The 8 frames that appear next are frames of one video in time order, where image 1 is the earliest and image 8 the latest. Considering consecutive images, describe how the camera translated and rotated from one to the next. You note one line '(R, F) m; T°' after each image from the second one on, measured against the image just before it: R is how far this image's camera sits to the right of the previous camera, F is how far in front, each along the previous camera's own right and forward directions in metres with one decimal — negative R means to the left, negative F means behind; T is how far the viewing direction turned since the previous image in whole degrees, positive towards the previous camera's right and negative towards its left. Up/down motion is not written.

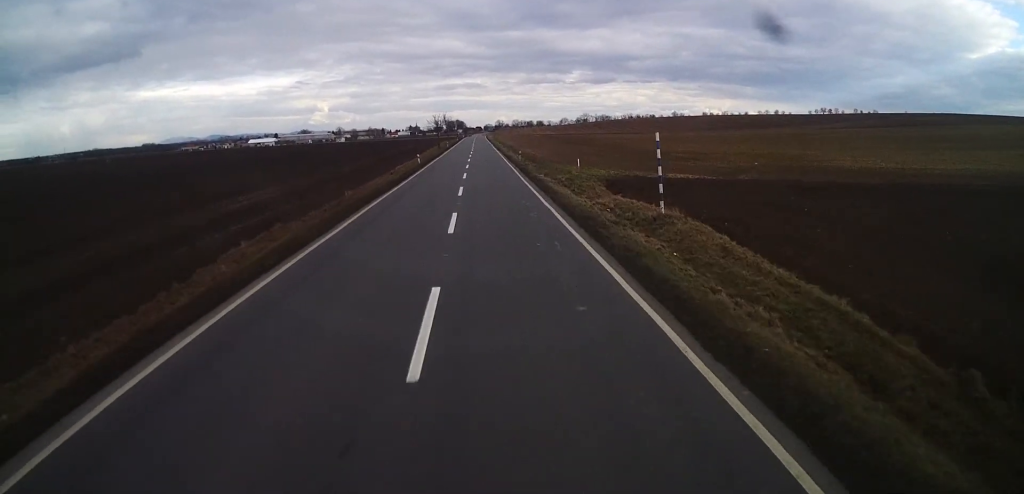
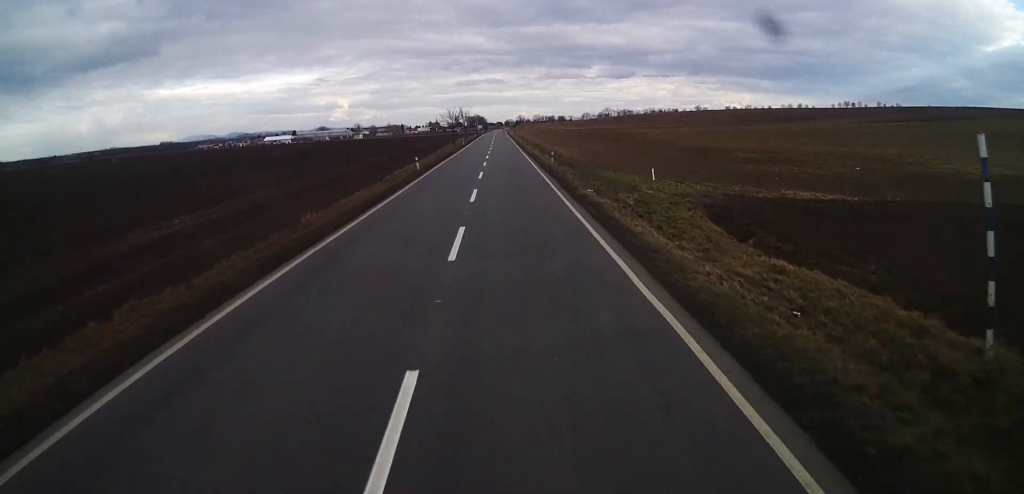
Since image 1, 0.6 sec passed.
(-0.4, +12.3) m; -2°
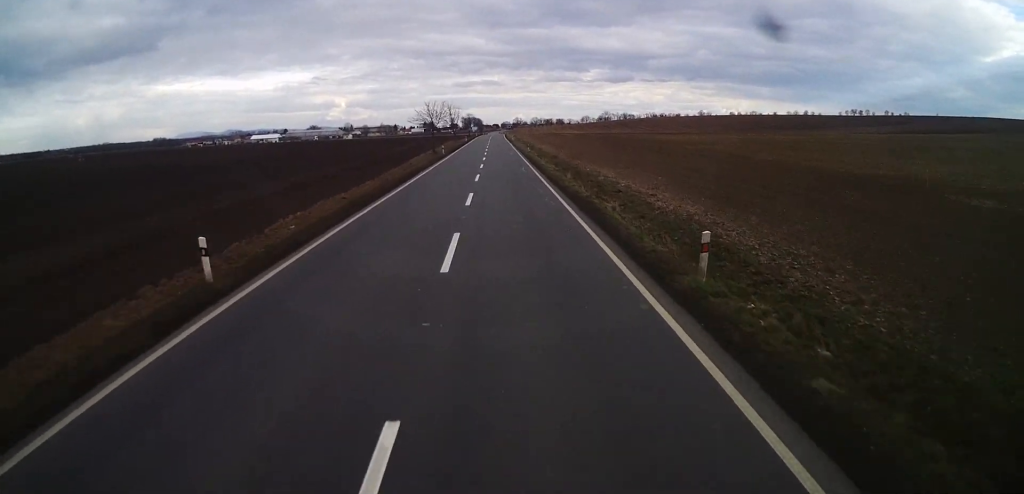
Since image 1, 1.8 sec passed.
(-1.0, +27.2) m; -3°
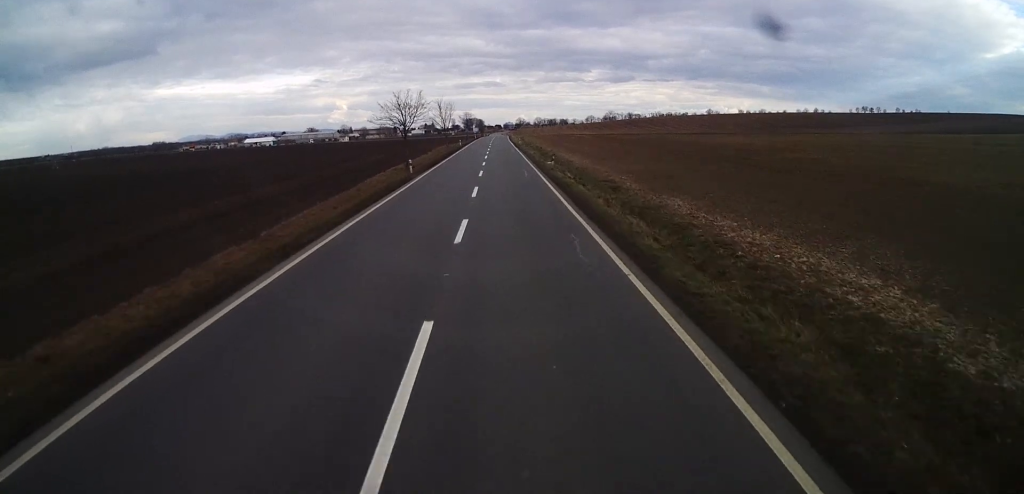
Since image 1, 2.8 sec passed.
(-0.3, +23.3) m; 0°
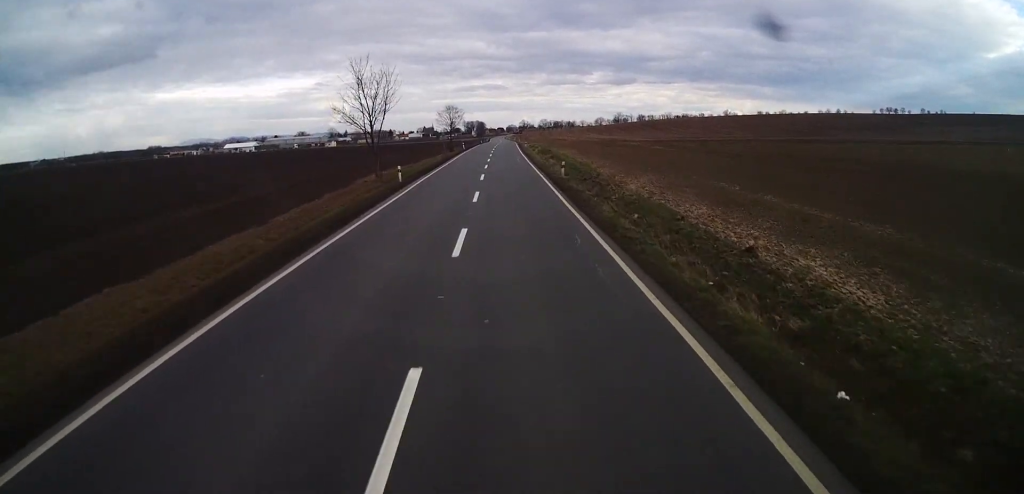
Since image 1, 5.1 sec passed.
(0.0, +53.3) m; 0°
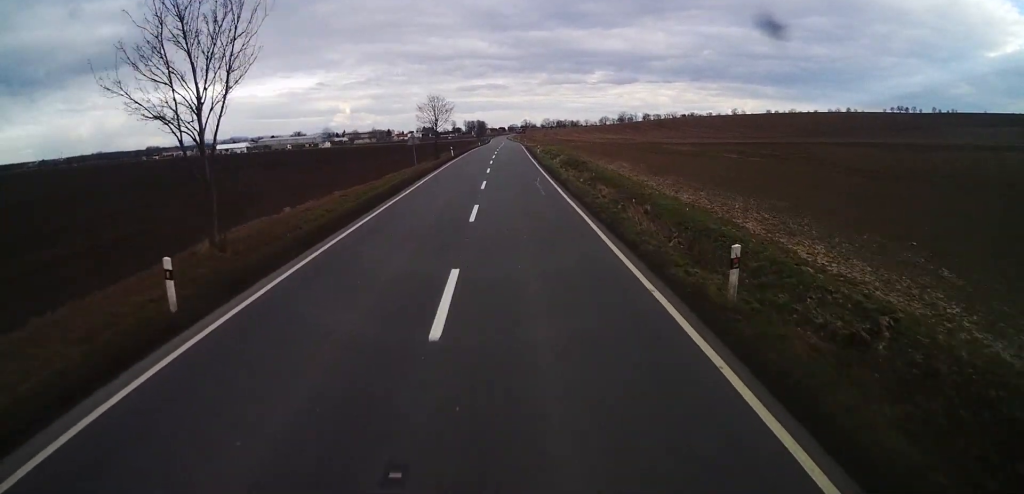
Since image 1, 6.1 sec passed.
(+0.4, +22.2) m; 0°
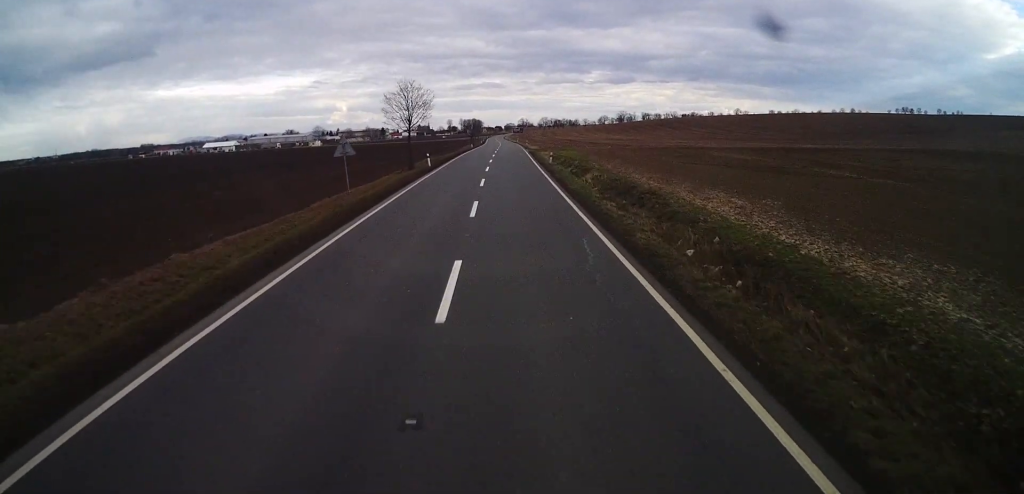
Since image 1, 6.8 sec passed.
(-0.4, +16.9) m; 0°
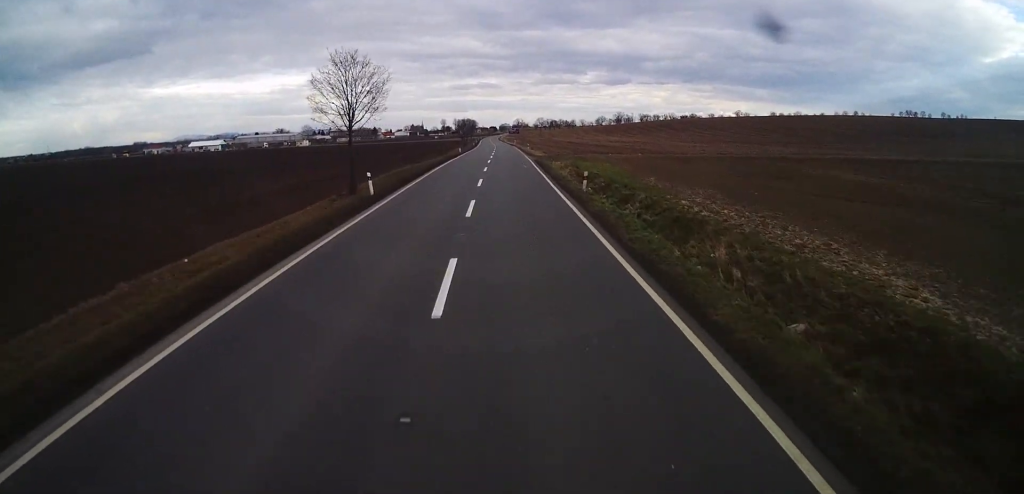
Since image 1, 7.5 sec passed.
(-0.1, +17.8) m; 0°
